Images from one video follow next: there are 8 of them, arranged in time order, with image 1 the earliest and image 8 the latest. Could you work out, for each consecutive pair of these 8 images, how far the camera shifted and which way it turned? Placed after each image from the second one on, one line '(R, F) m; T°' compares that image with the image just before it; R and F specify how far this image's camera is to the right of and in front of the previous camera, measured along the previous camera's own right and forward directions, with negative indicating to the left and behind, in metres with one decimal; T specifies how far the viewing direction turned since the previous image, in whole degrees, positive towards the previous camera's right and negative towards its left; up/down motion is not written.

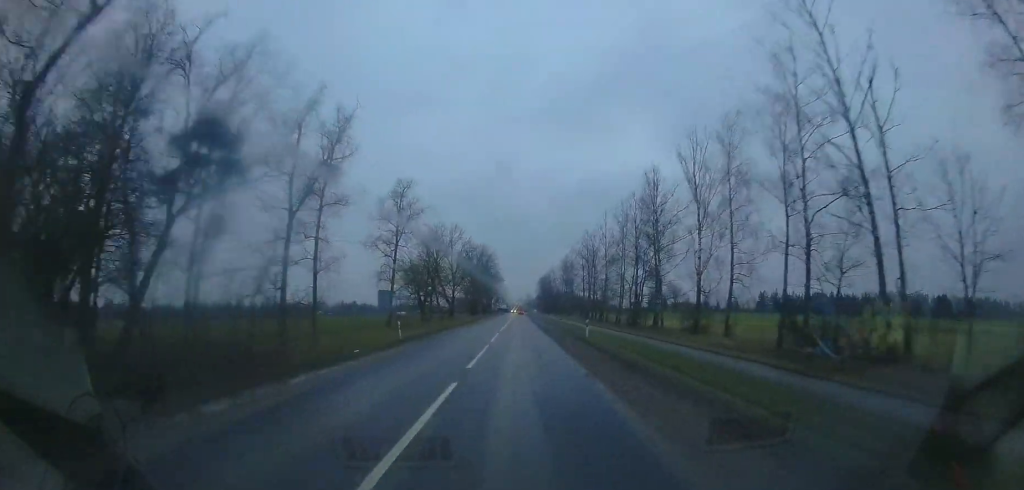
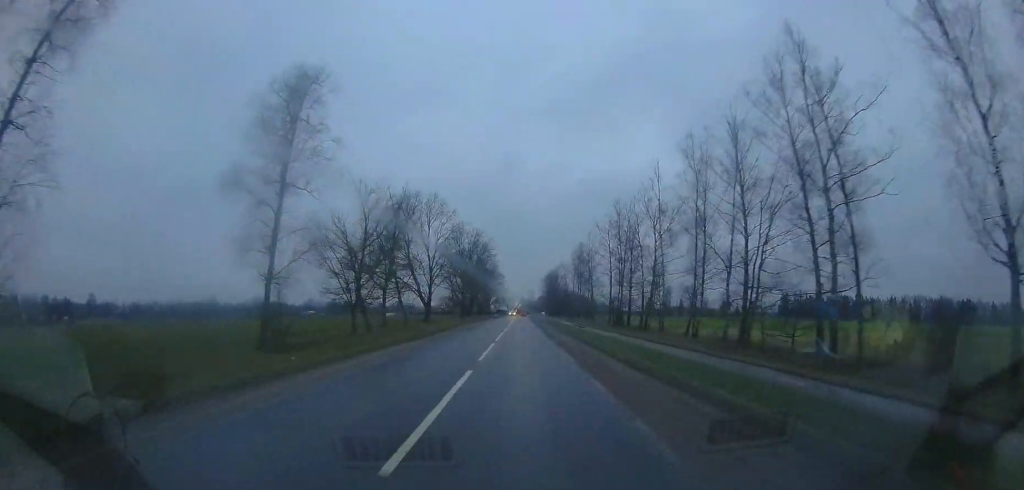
(-0.1, +21.7) m; -1°
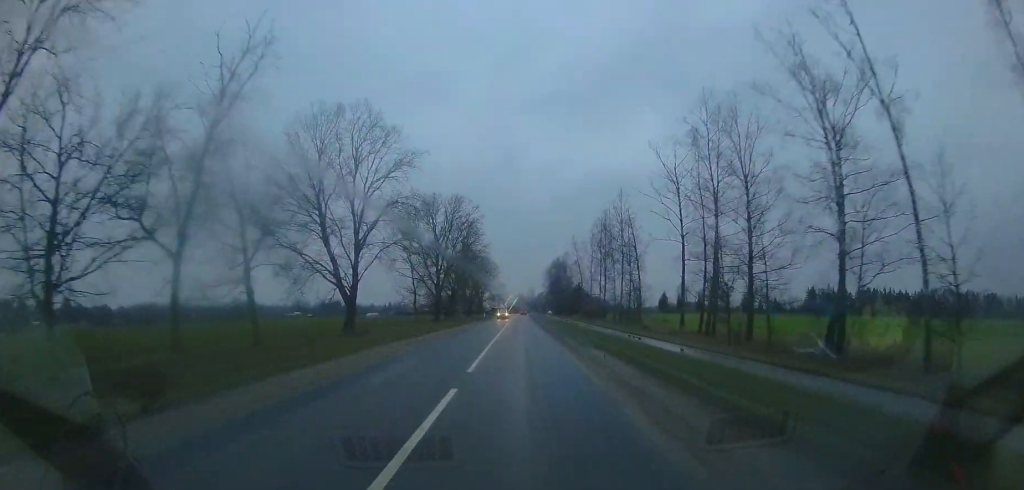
(-0.3, +25.7) m; -1°
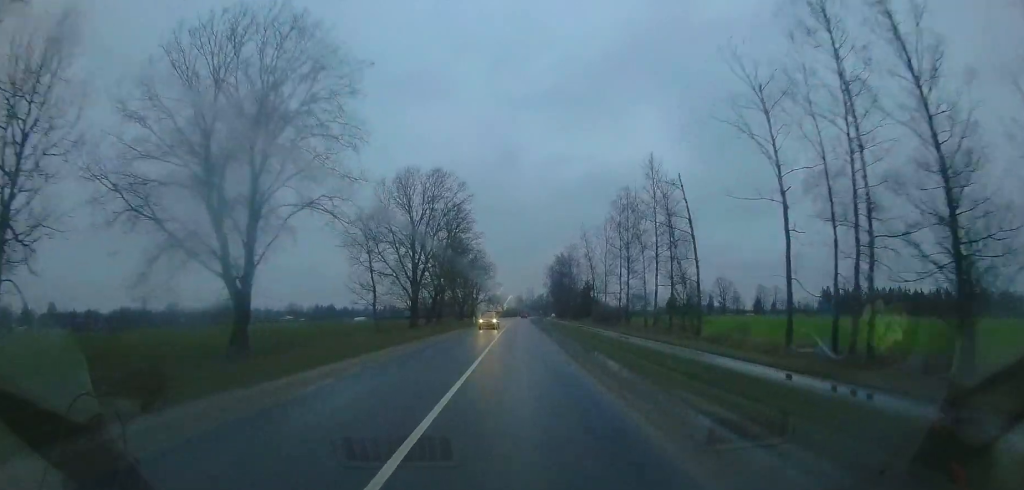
(-0.1, +13.2) m; 0°
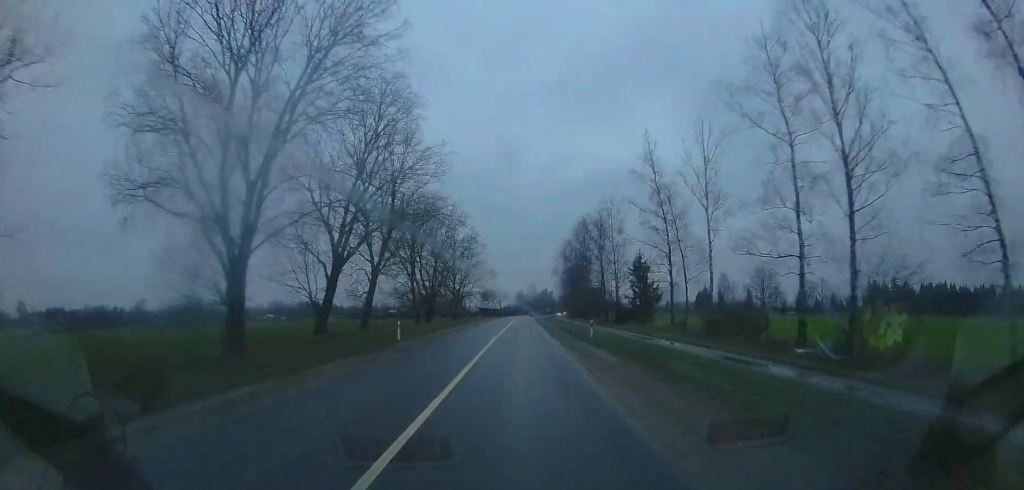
(+0.5, +32.6) m; +2°
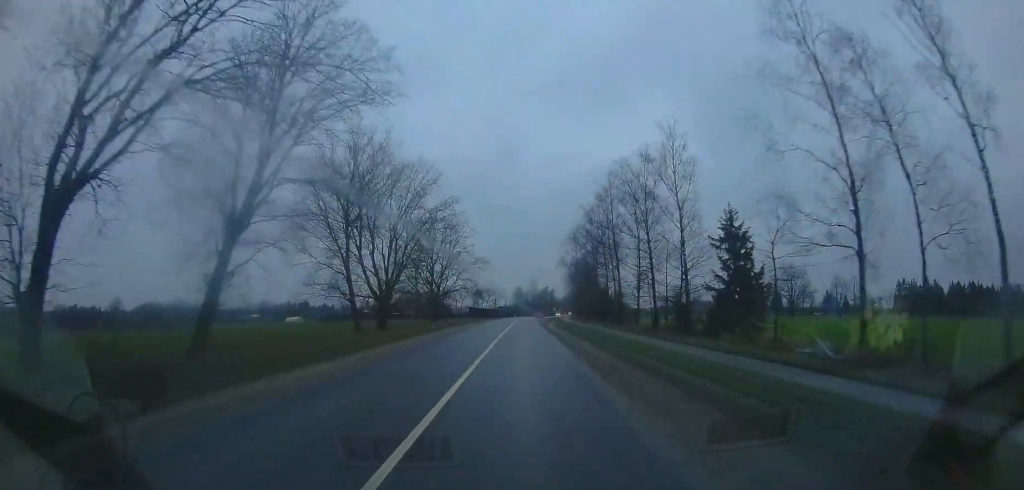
(+0.2, +19.4) m; +1°
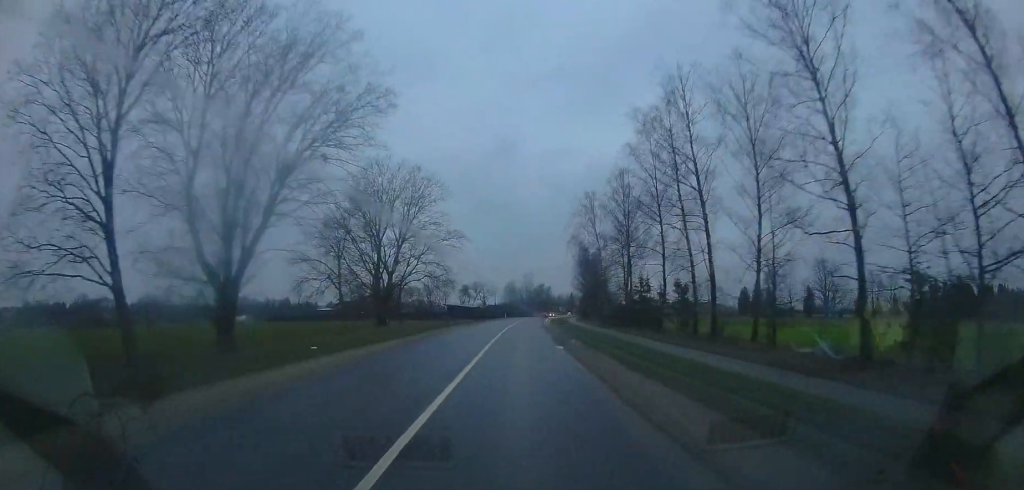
(-0.2, +21.7) m; +1°
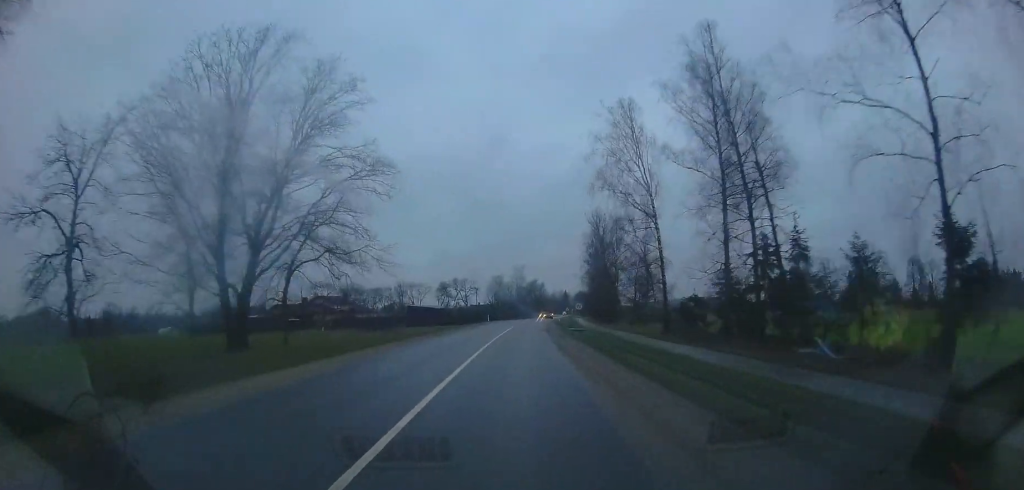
(+0.5, +22.4) m; +2°
